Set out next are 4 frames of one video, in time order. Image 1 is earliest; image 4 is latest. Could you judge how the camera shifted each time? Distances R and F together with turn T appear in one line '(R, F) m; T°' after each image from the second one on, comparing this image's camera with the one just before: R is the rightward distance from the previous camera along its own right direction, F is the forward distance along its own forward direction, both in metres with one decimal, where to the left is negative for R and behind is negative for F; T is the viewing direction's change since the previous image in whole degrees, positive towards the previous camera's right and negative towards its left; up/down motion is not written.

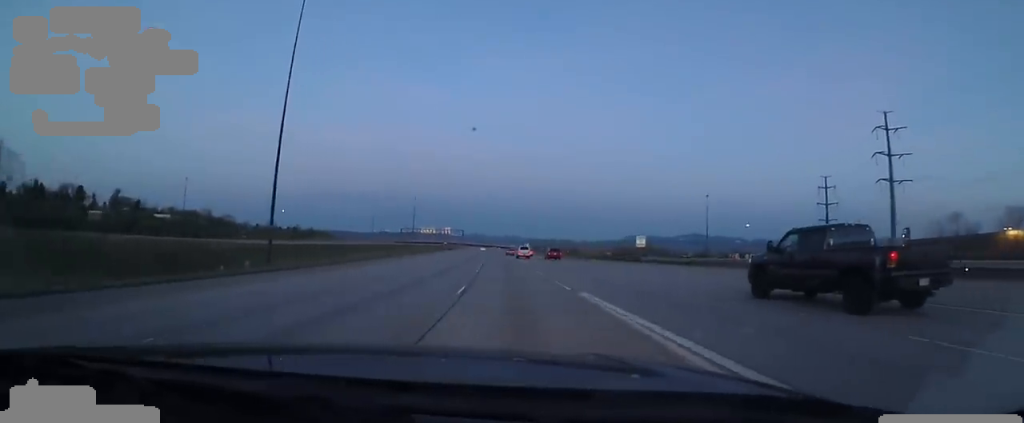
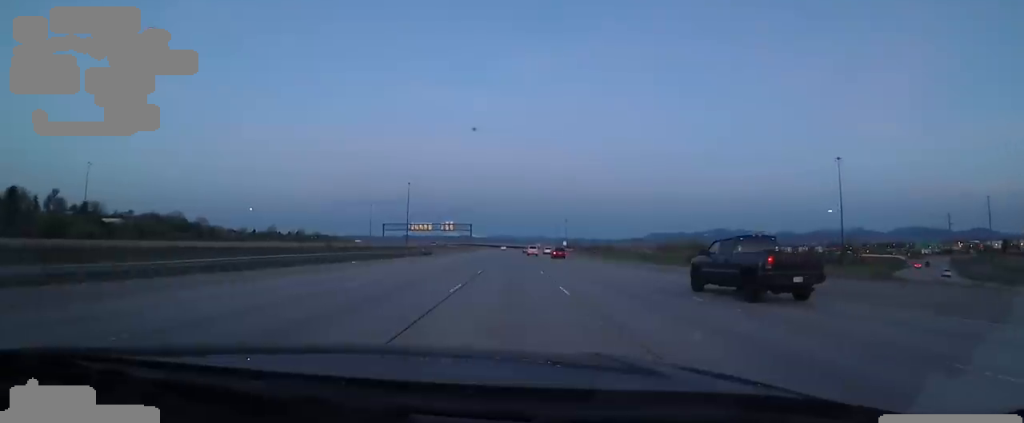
(-4.1, +75.0) m; -4°
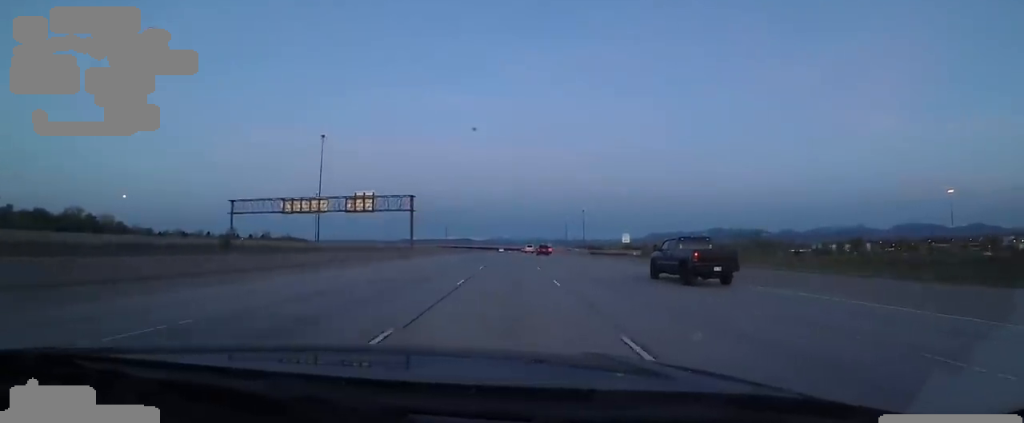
(-0.7, +97.6) m; 0°
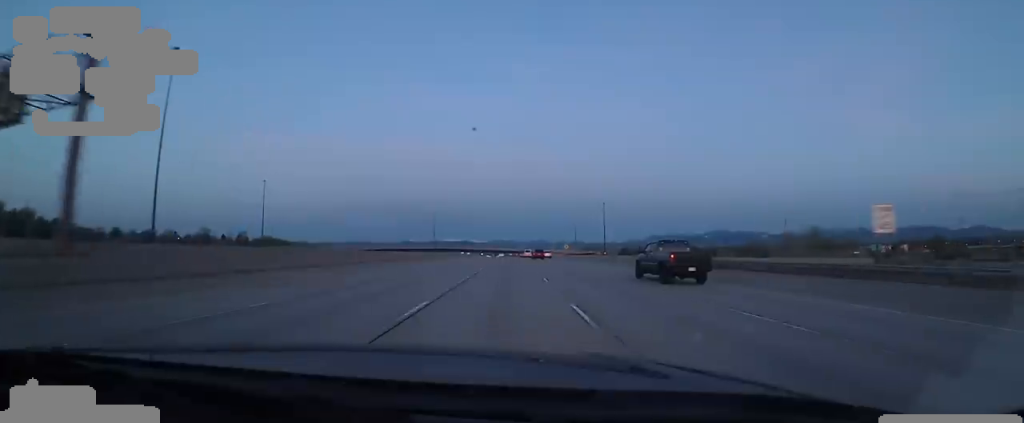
(-0.4, +57.8) m; 0°
